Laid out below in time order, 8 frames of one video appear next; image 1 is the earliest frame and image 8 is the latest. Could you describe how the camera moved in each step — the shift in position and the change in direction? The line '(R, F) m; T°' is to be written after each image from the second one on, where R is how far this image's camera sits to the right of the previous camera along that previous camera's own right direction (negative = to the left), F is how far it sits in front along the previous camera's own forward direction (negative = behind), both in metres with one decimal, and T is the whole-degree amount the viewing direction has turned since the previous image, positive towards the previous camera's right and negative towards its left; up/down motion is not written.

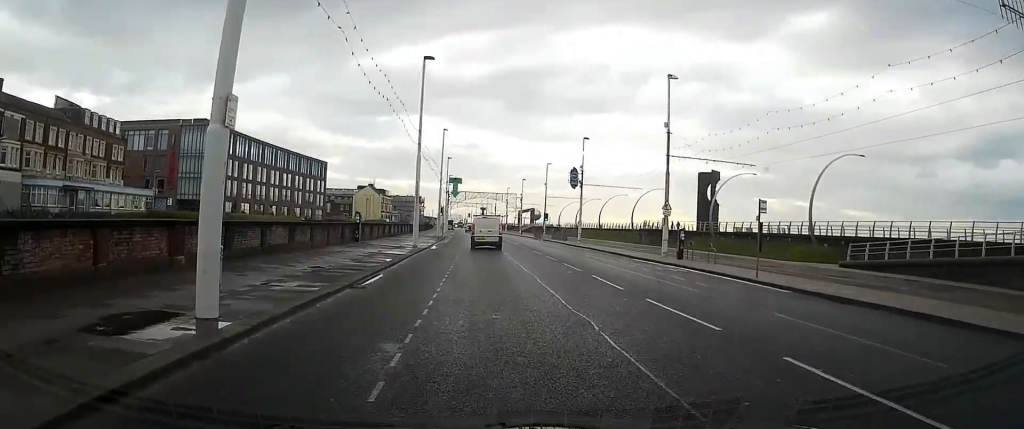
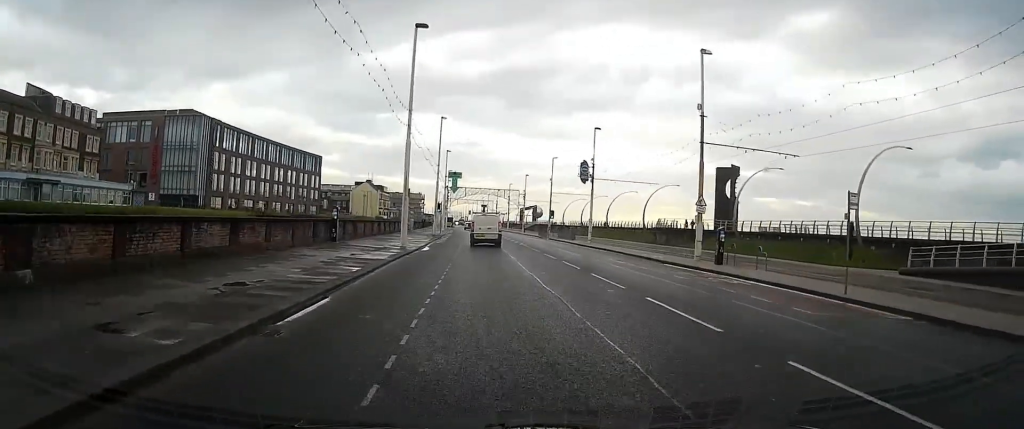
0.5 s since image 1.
(-0.1, +6.2) m; 0°
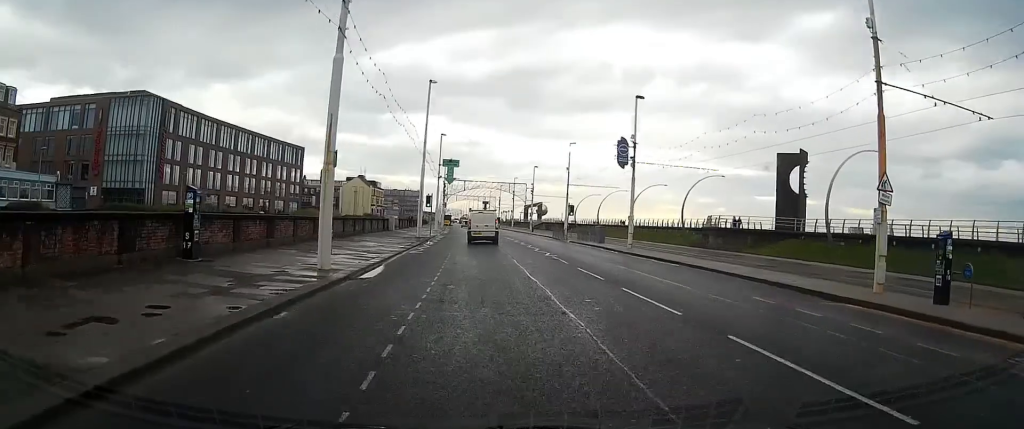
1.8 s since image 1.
(+0.2, +16.4) m; 0°
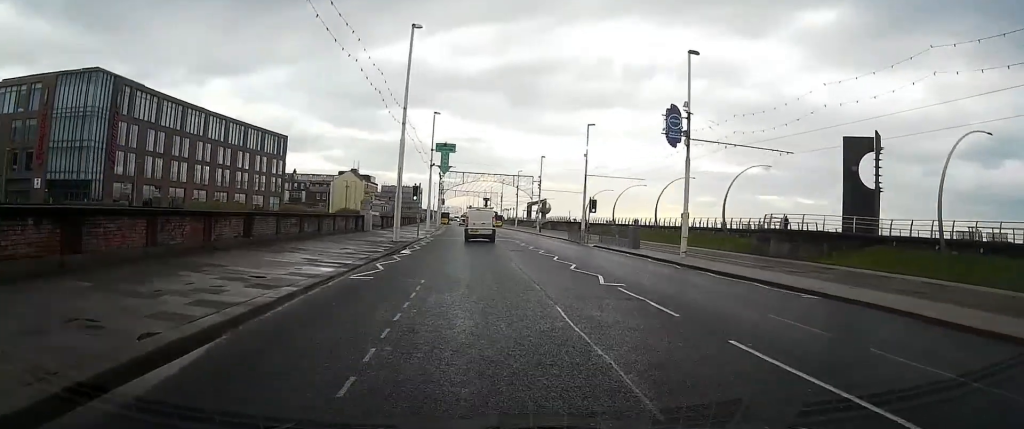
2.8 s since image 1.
(-0.1, +12.3) m; -1°
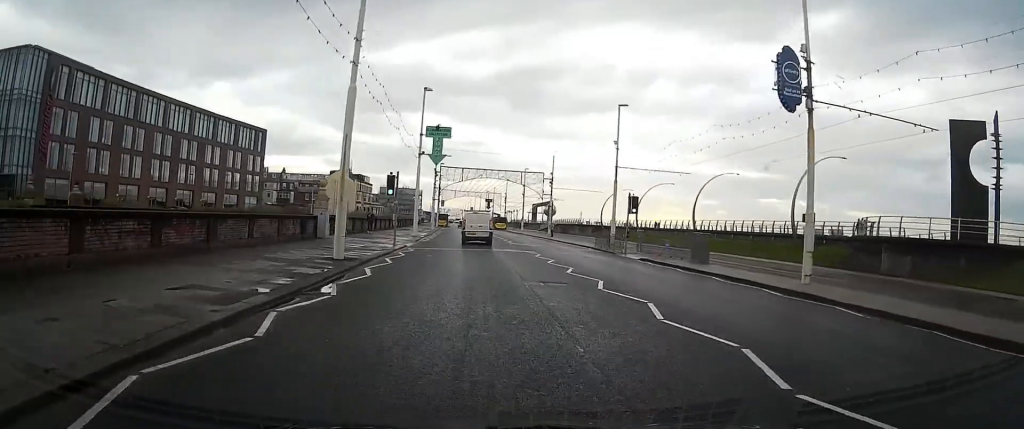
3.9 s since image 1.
(-0.1, +13.5) m; -1°
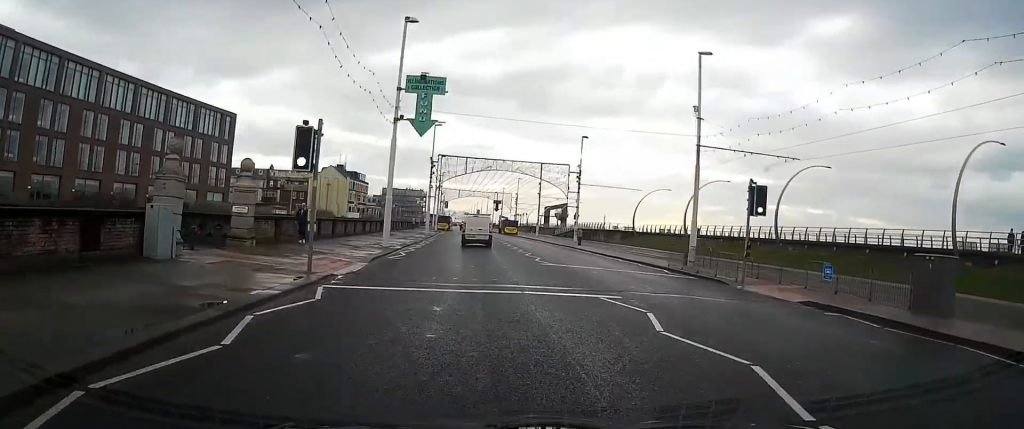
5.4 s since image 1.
(0.0, +17.7) m; 0°
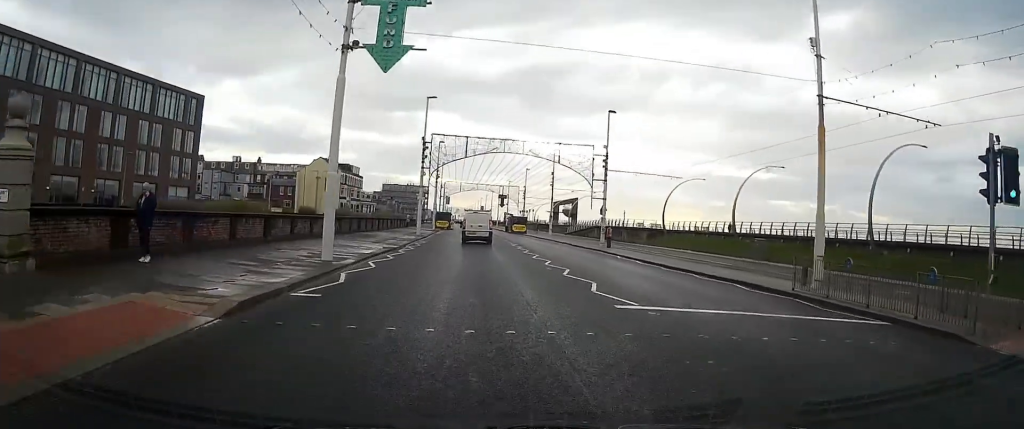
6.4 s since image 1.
(-0.1, +12.3) m; -1°
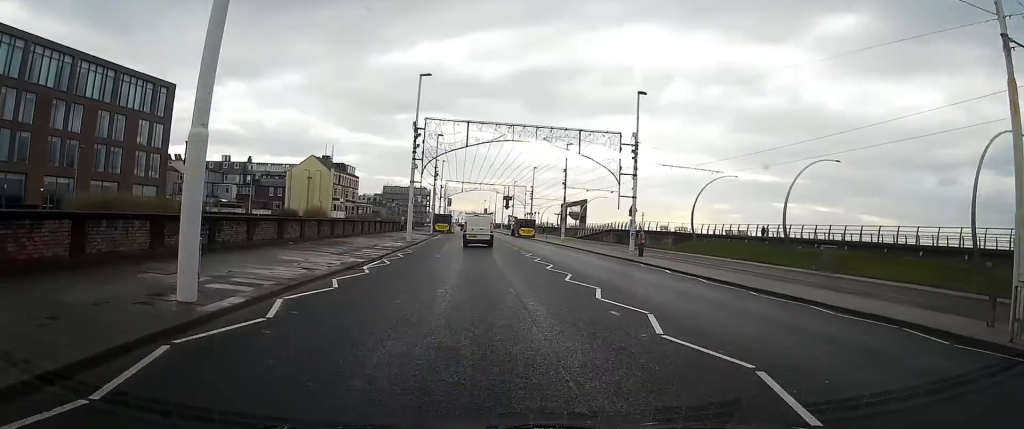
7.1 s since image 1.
(0.0, +9.2) m; 0°
